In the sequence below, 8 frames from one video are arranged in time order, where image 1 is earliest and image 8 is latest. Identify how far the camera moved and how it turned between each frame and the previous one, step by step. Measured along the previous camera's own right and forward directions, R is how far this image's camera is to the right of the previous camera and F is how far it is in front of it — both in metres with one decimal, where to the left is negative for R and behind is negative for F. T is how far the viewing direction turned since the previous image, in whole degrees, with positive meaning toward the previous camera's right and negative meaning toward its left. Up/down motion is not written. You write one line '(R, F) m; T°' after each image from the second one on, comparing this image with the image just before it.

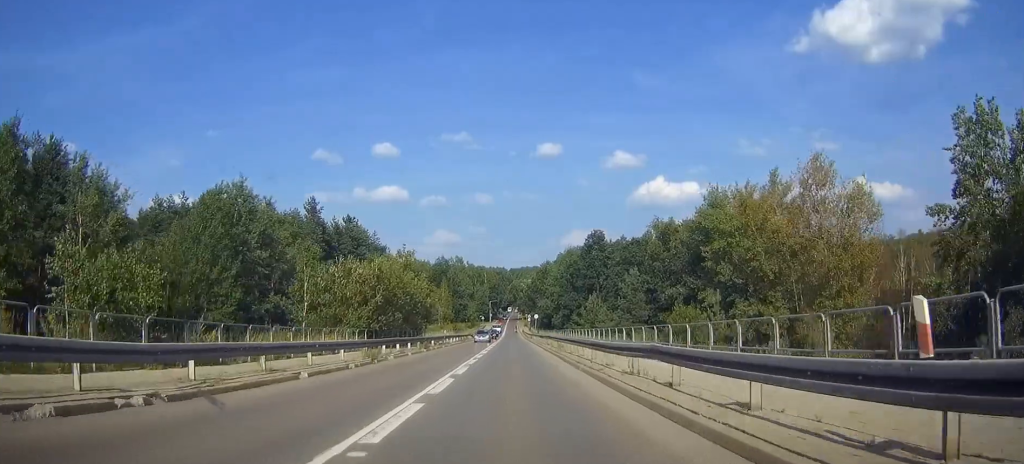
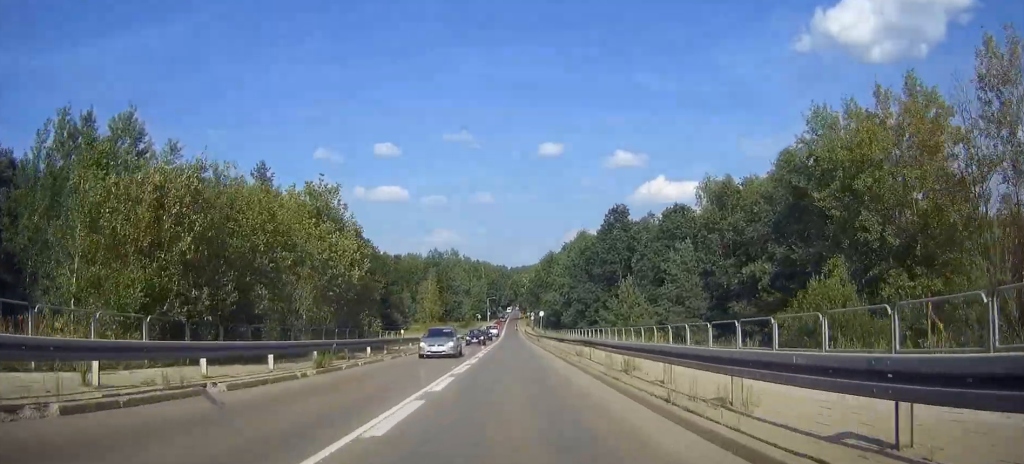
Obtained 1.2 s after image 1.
(0.0, +23.2) m; 0°
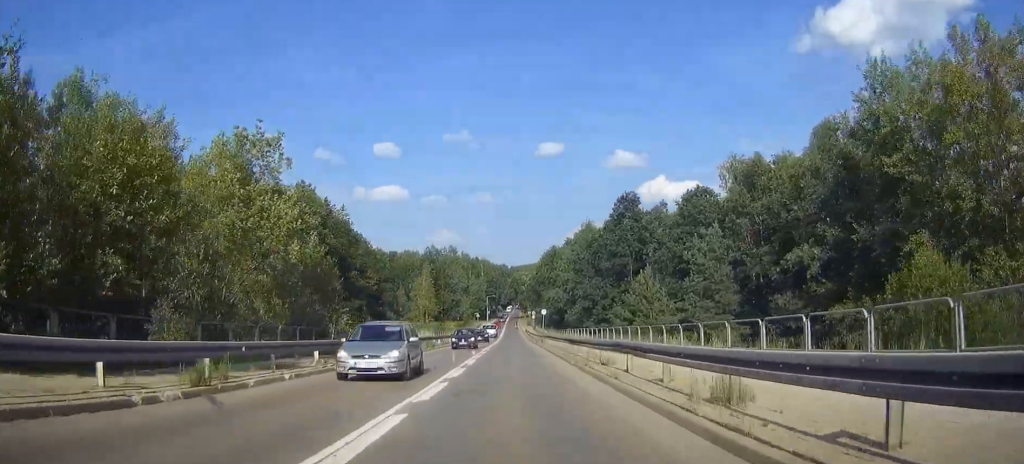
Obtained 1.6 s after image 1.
(0.0, +7.8) m; 0°
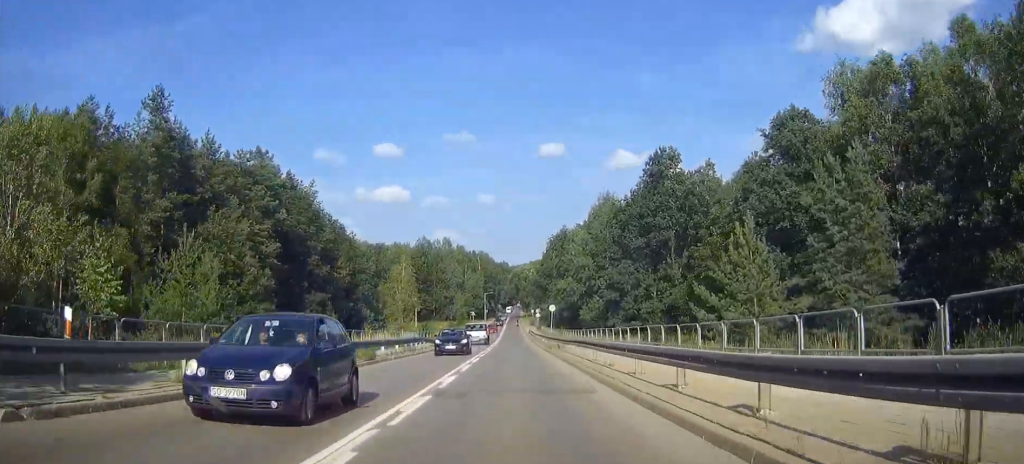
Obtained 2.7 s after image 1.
(0.0, +20.9) m; 0°
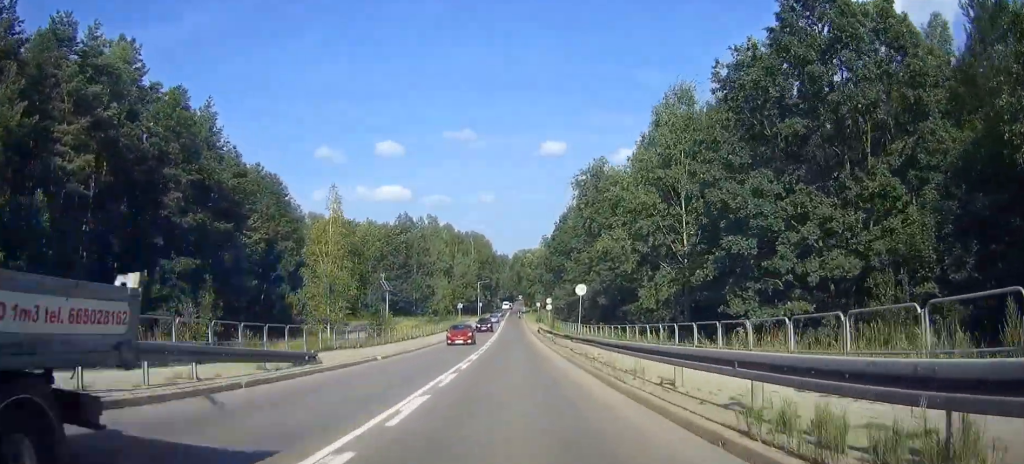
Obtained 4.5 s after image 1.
(0.0, +35.4) m; 0°
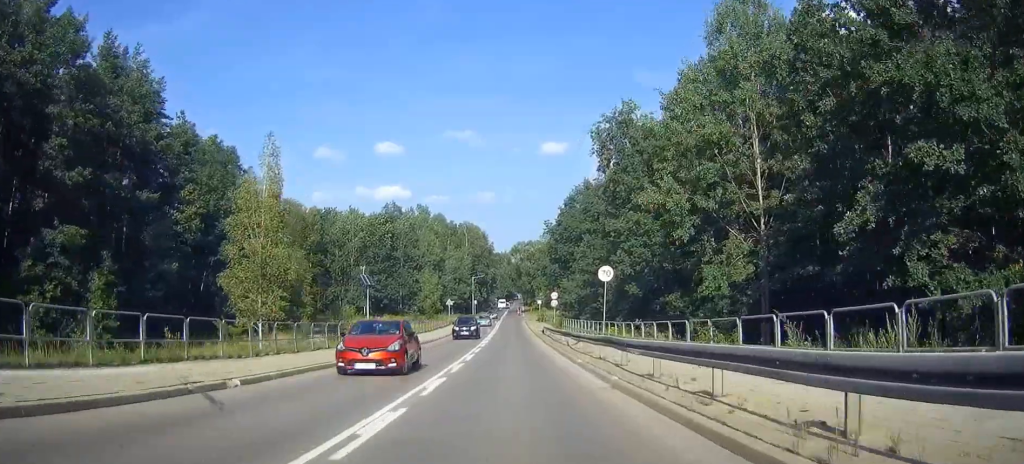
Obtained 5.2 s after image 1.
(0.0, +14.2) m; 0°
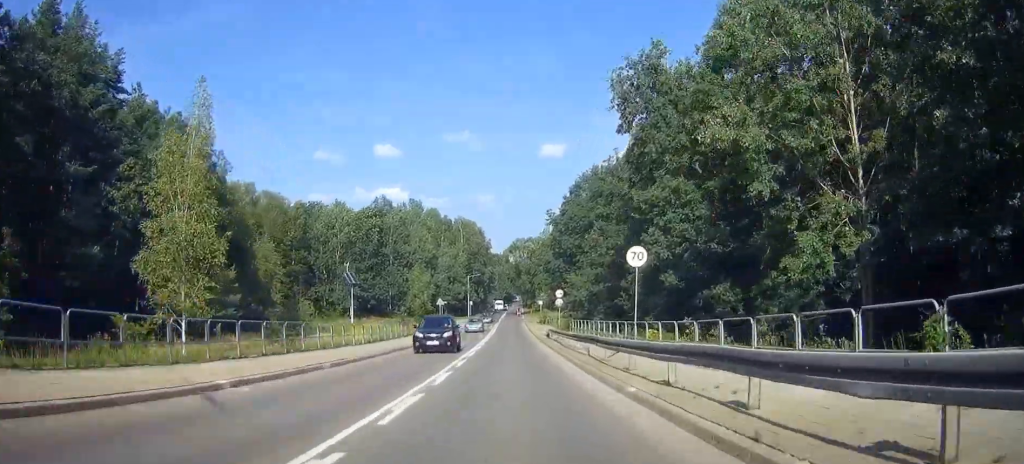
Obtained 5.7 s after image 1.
(0.0, +9.5) m; 0°
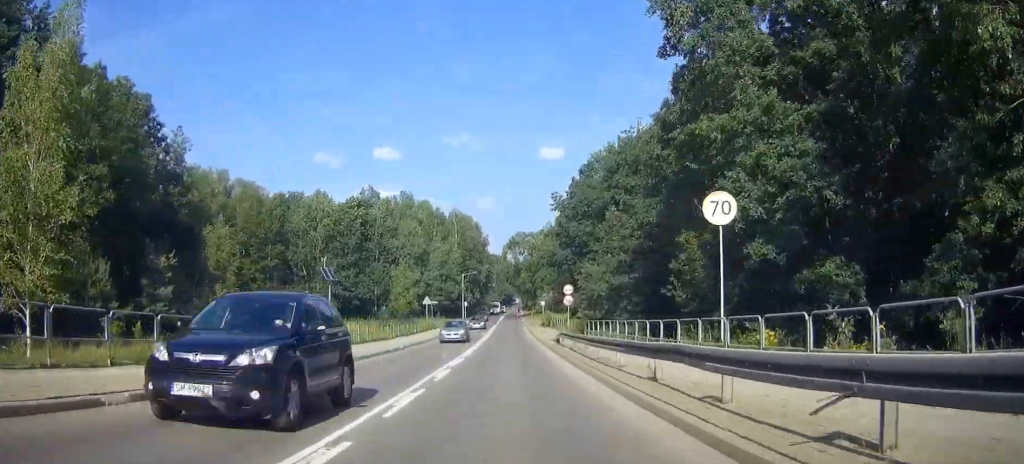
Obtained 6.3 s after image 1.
(0.0, +11.3) m; 0°
